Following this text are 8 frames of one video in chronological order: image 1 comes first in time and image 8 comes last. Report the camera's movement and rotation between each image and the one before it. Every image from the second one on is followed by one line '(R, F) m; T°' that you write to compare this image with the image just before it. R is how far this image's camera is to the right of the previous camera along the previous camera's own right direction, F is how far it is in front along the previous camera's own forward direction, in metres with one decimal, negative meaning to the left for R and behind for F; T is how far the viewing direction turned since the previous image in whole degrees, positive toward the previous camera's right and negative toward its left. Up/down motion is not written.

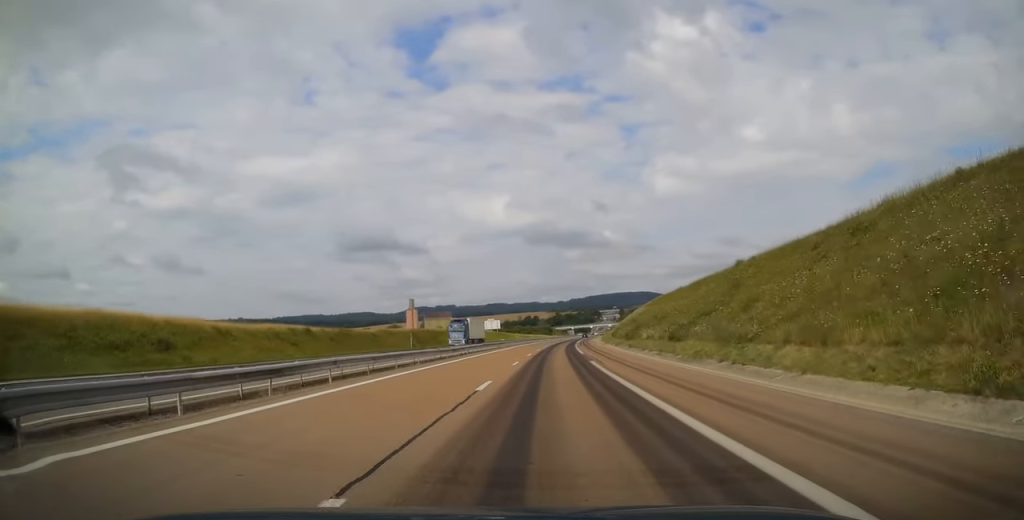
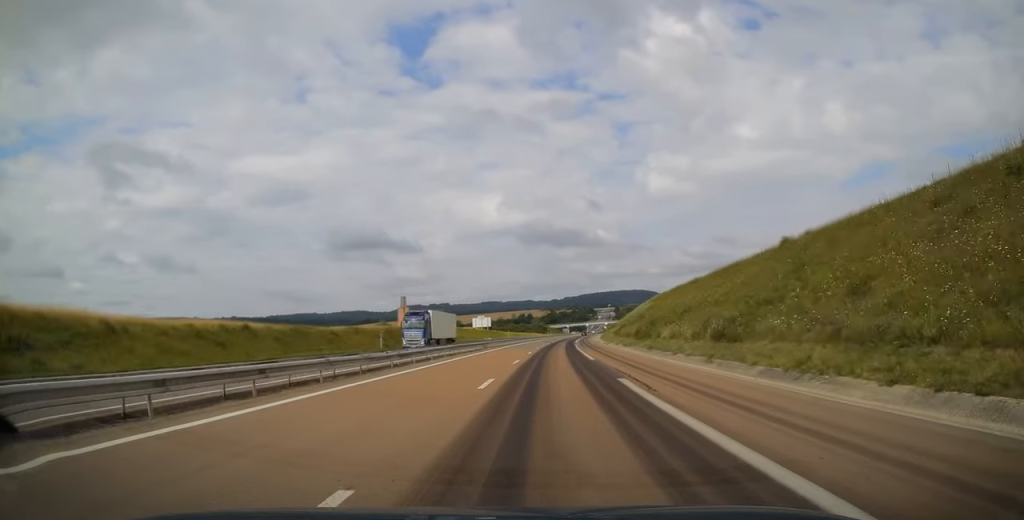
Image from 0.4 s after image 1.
(0.0, +12.7) m; +1°
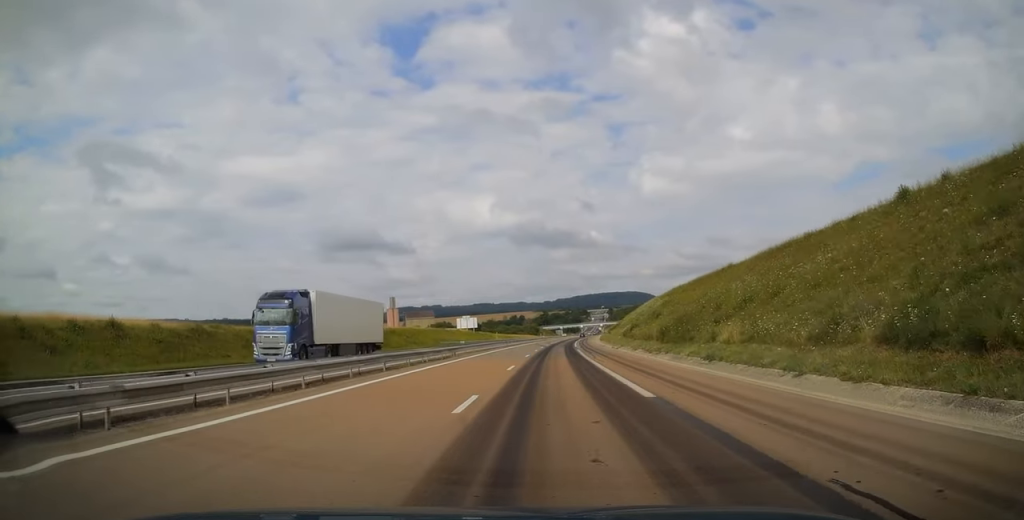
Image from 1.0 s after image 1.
(+0.2, +17.1) m; +1°
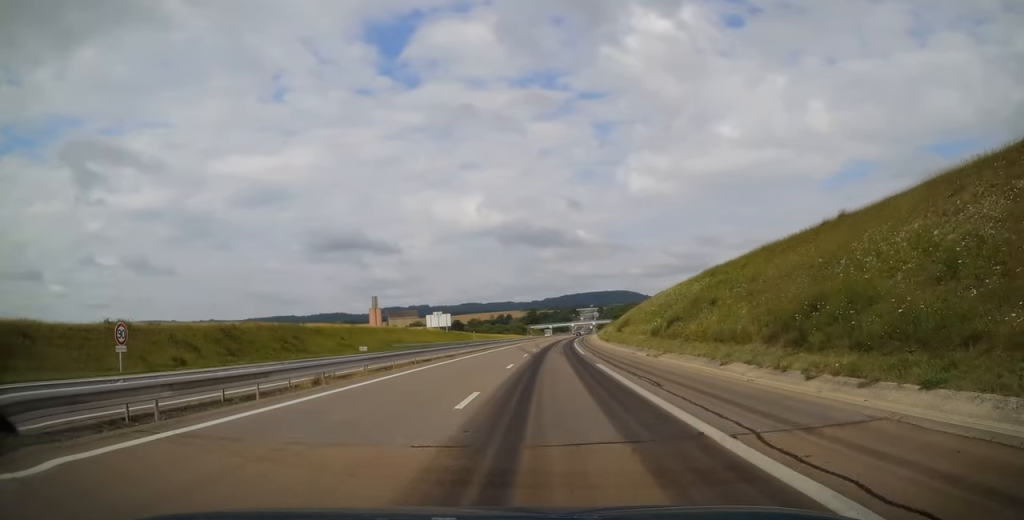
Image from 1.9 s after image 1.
(+0.3, +26.4) m; +1°
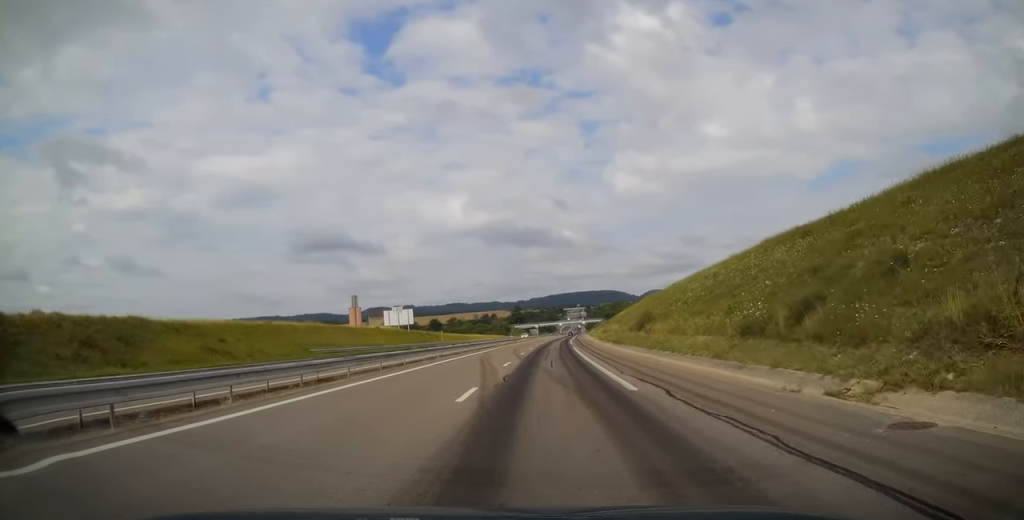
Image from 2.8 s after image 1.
(+0.2, +24.9) m; +1°
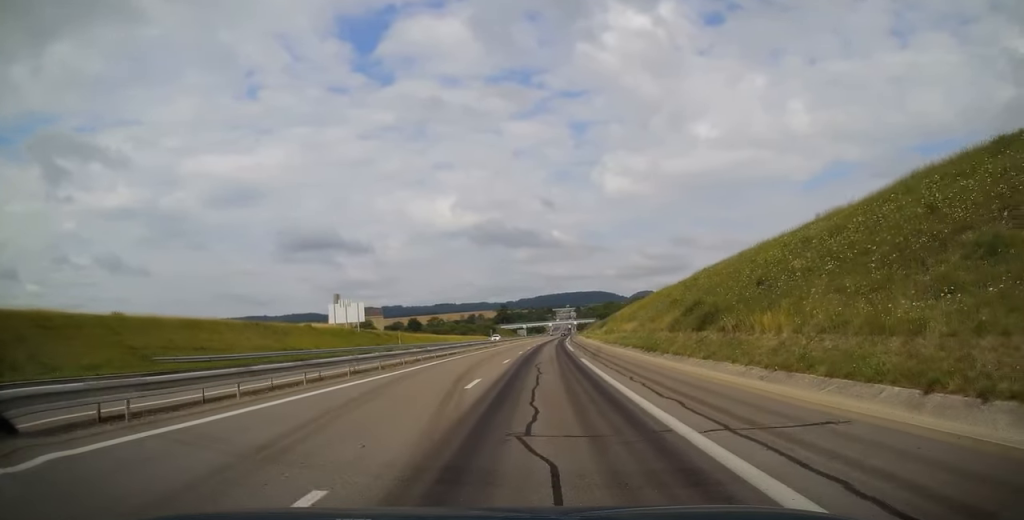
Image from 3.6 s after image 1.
(-0.1, +23.0) m; +1°
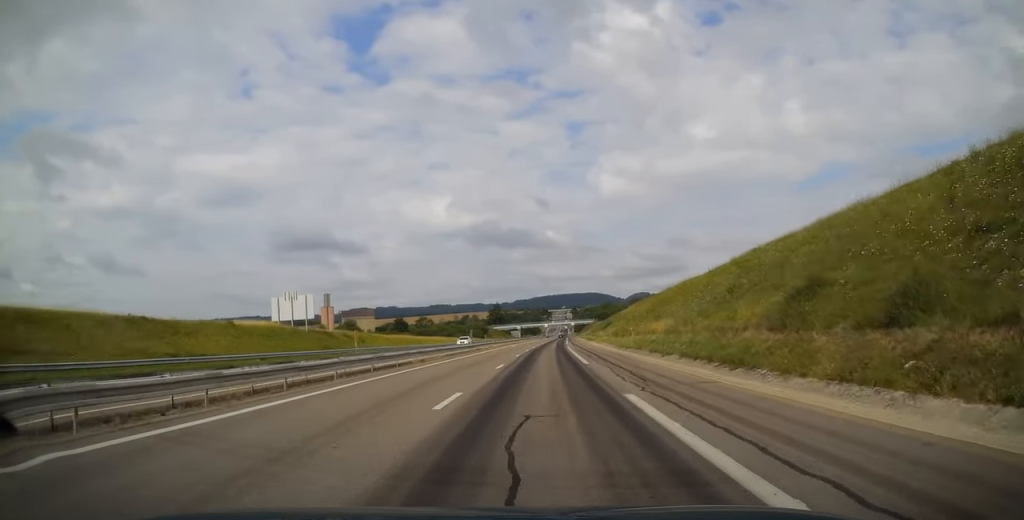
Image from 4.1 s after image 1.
(+0.3, +17.1) m; +1°
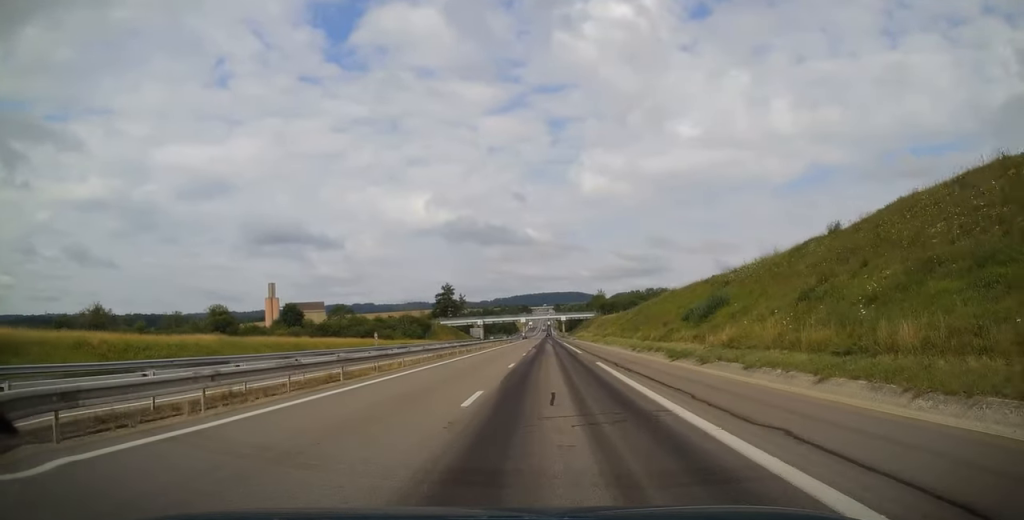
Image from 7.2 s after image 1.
(+1.3, +90.4) m; +2°
